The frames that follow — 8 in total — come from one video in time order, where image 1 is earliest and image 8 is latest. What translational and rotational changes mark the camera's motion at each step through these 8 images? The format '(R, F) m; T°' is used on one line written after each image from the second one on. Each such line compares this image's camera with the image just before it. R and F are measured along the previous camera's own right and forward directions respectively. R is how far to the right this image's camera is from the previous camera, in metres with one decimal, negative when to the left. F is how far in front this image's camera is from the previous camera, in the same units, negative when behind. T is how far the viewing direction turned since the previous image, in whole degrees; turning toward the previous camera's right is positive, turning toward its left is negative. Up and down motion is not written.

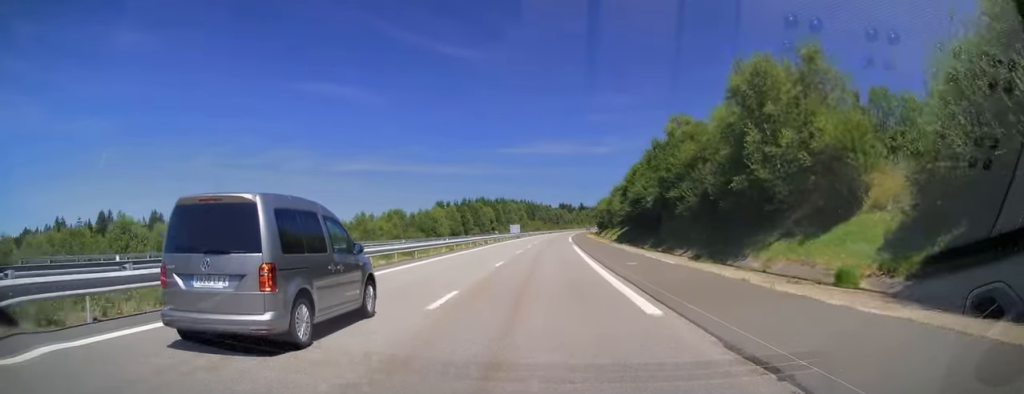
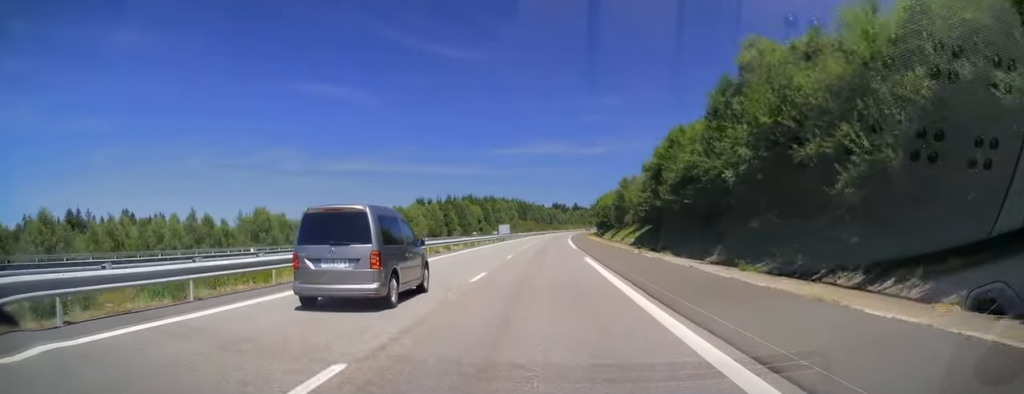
(+0.2, +20.6) m; 0°
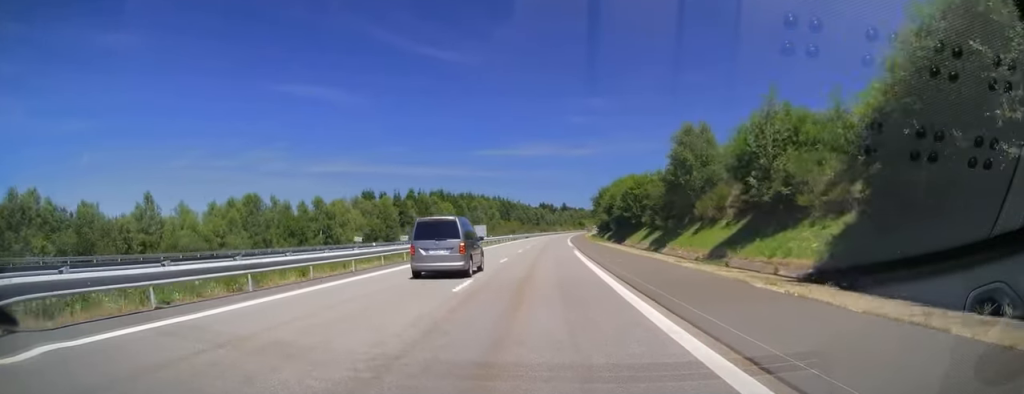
(+0.1, +41.2) m; +1°
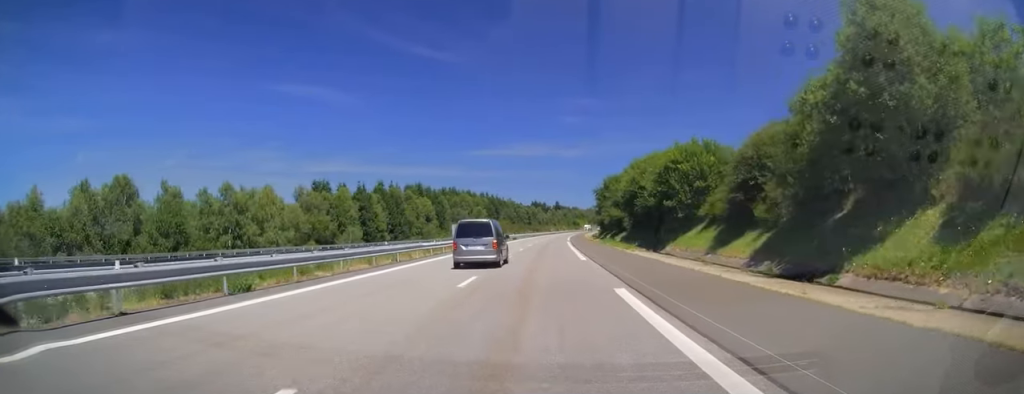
(+0.3, +25.0) m; +1°
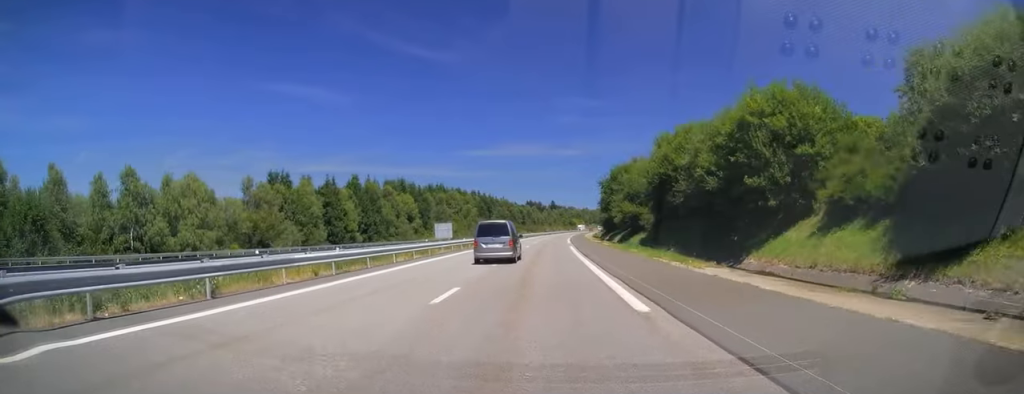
(+0.1, +16.6) m; +1°
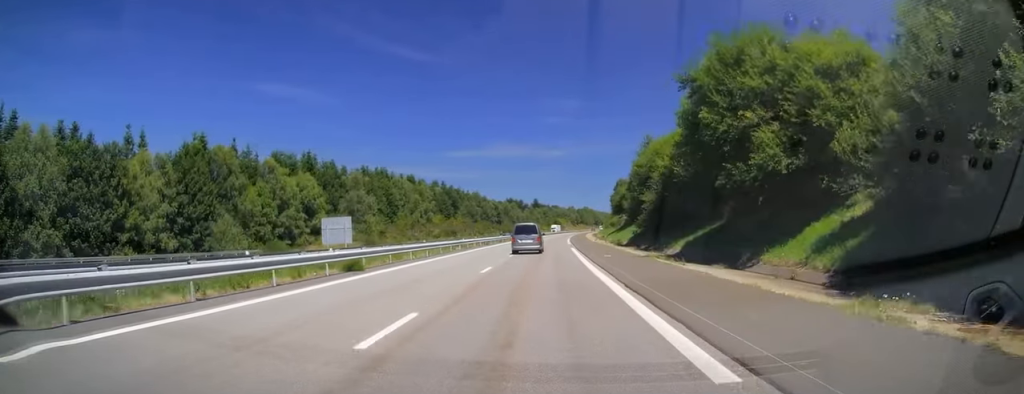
(+0.4, +56.3) m; +1°
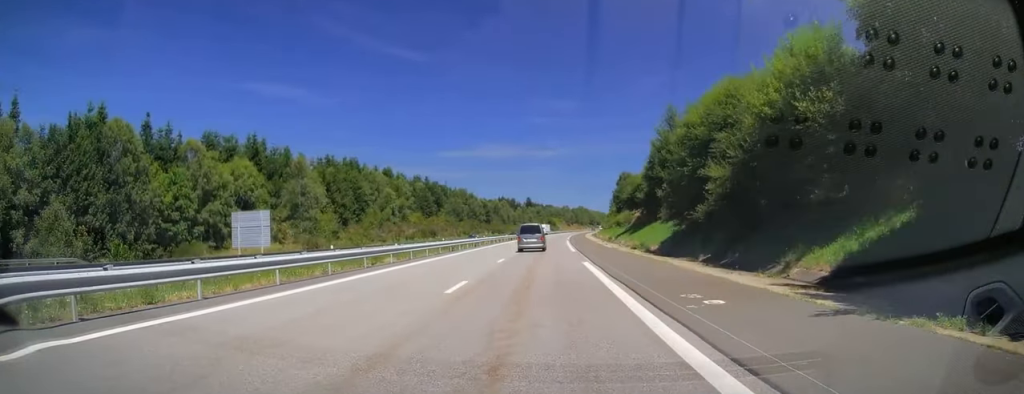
(+0.2, +19.6) m; +1°
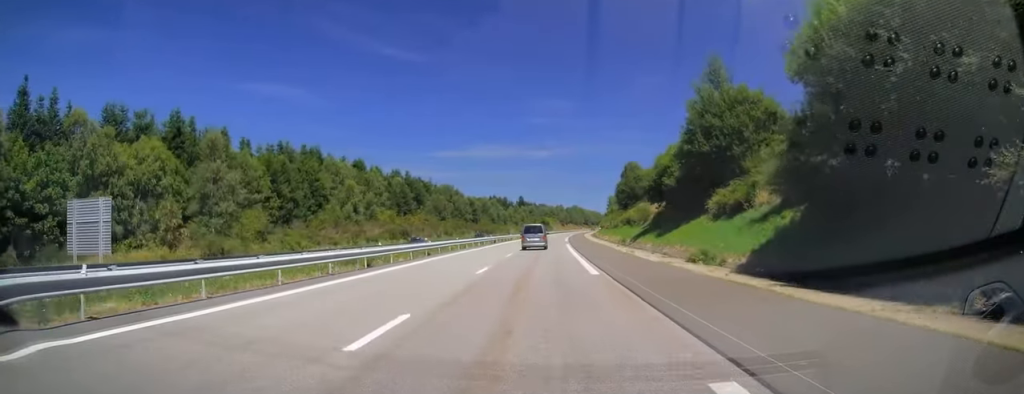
(+0.2, +19.6) m; +1°
